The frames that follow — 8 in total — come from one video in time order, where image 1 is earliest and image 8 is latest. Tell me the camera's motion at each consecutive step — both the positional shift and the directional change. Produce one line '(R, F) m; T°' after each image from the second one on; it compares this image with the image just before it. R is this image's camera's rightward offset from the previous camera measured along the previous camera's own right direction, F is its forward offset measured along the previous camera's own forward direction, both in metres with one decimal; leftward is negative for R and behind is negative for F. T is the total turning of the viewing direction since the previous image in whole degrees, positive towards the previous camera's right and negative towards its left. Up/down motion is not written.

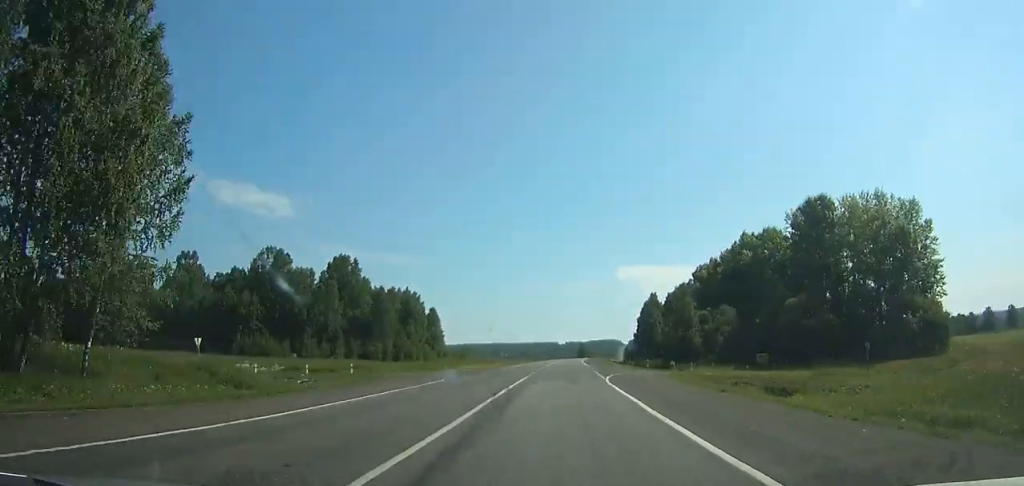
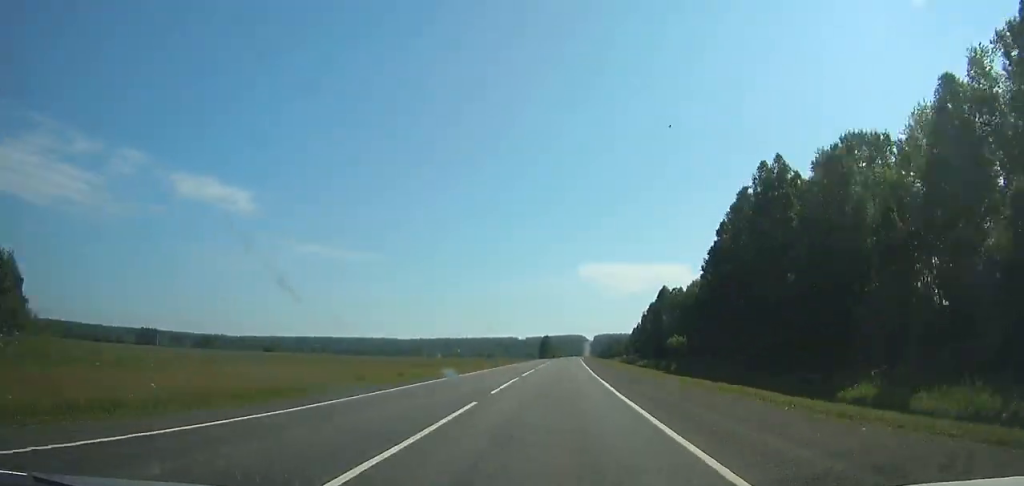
(+4.3, +143.2) m; +3°
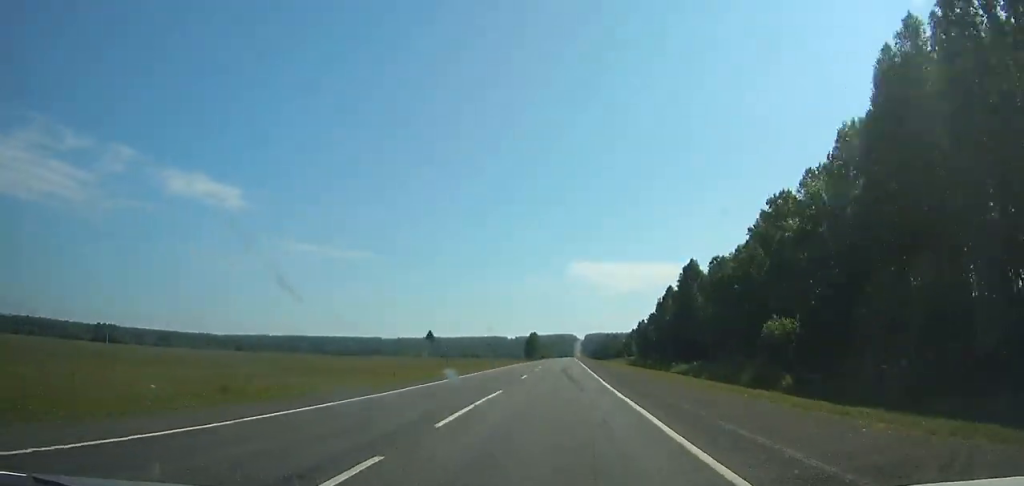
(+0.4, +43.3) m; +1°
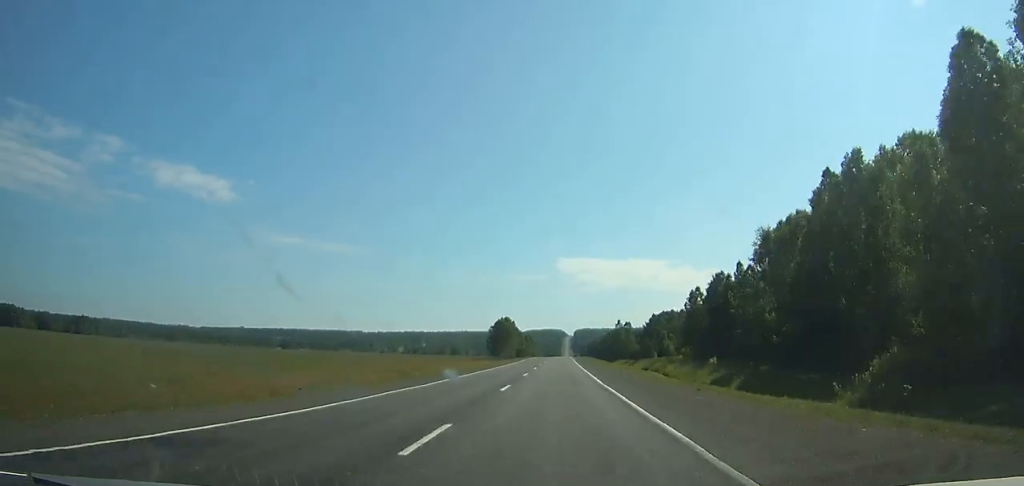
(+1.7, +92.7) m; +2°
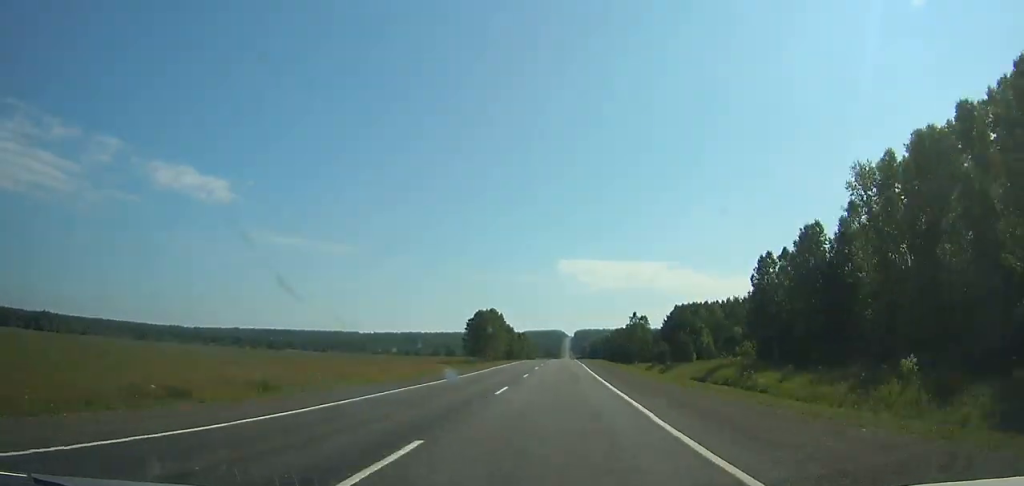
(+0.5, +37.9) m; 0°
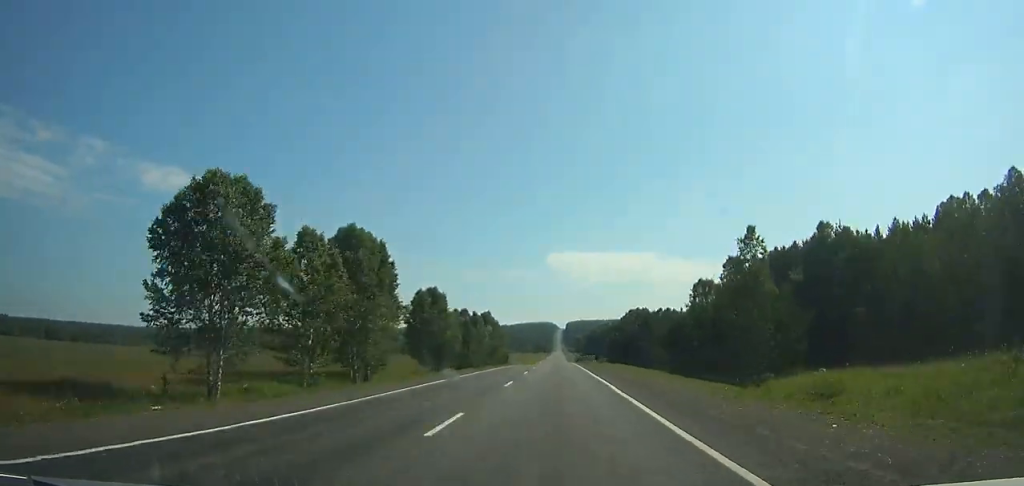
(0.0, +93.6) m; 0°
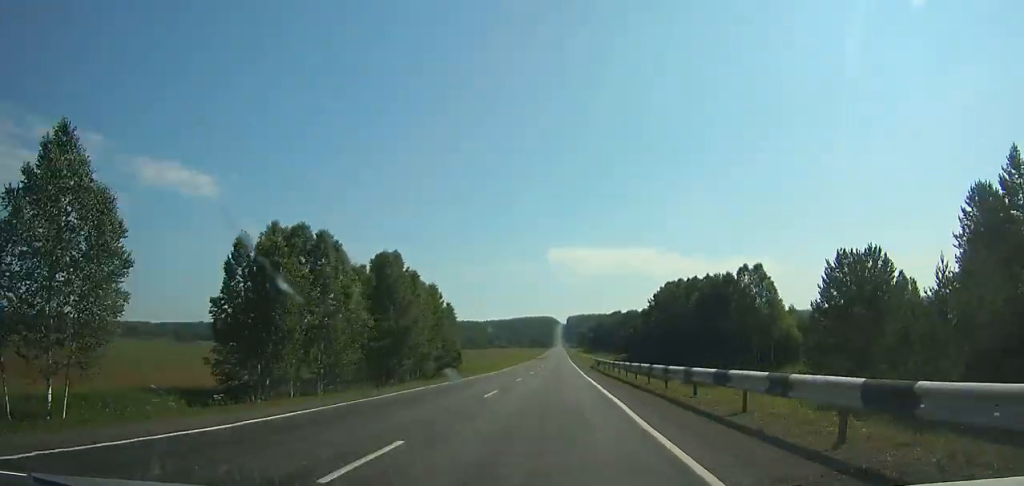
(+0.2, +76.7) m; 0°
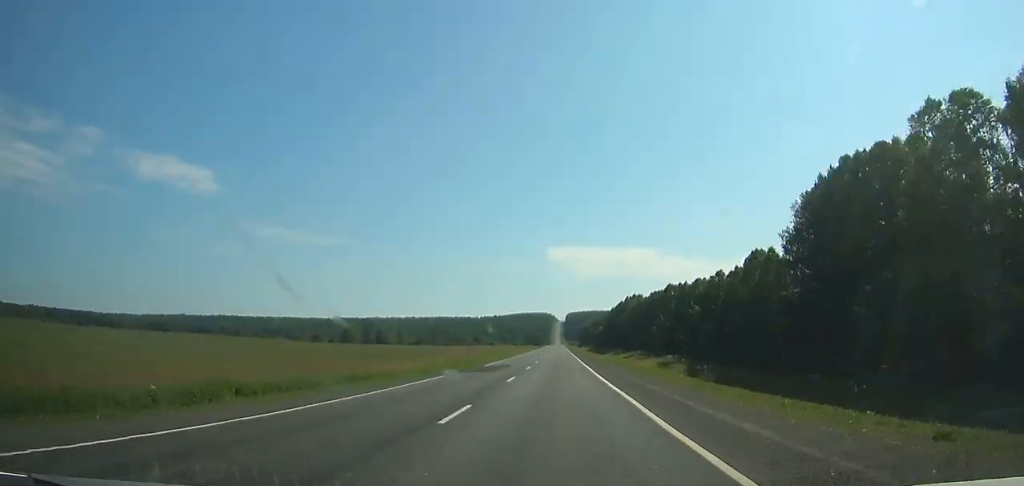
(+0.1, +92.0) m; 0°
